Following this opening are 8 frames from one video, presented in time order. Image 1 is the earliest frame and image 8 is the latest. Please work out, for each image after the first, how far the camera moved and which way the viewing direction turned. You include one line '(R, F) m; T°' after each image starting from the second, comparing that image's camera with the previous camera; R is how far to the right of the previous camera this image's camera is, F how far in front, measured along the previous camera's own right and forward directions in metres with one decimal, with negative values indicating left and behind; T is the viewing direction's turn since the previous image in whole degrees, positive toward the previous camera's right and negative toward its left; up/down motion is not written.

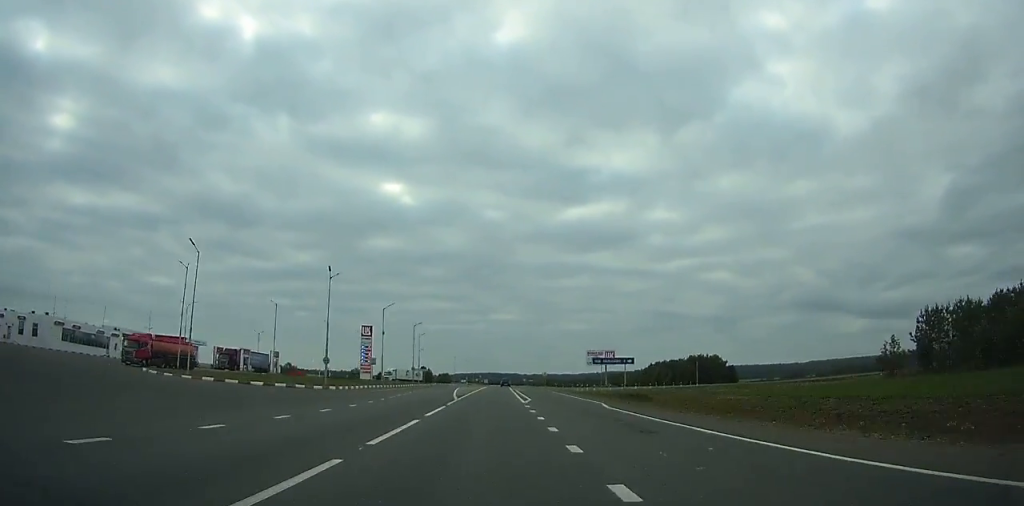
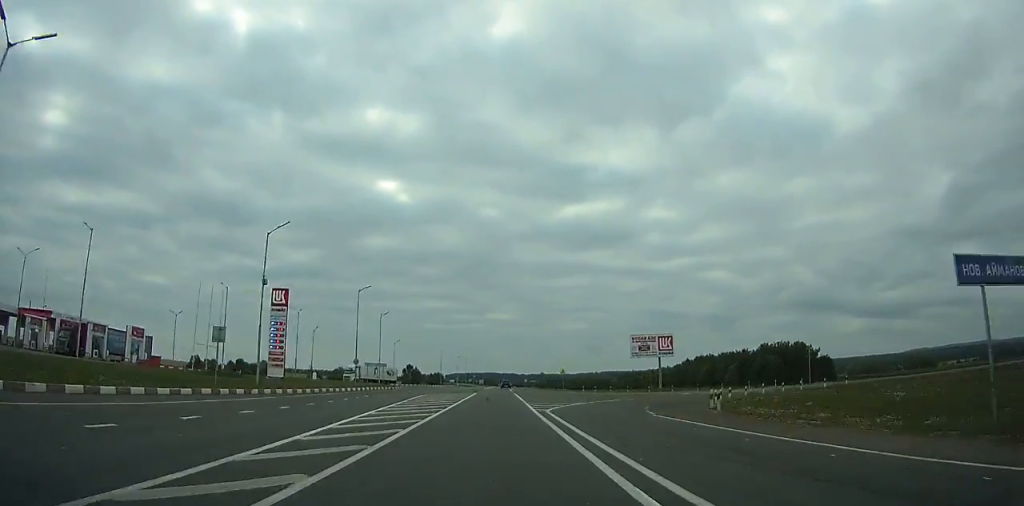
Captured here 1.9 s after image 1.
(0.0, +41.0) m; 0°
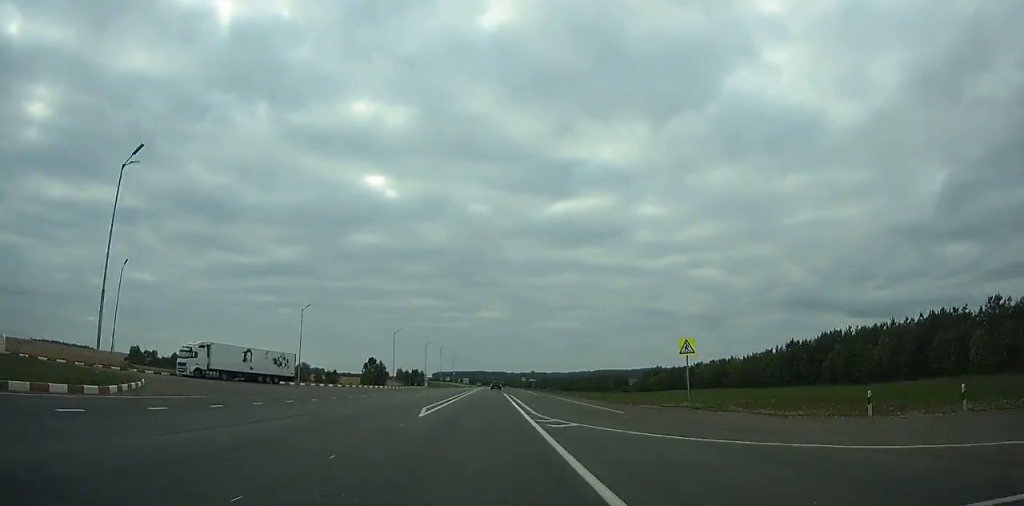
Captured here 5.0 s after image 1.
(+0.4, +66.8) m; +1°
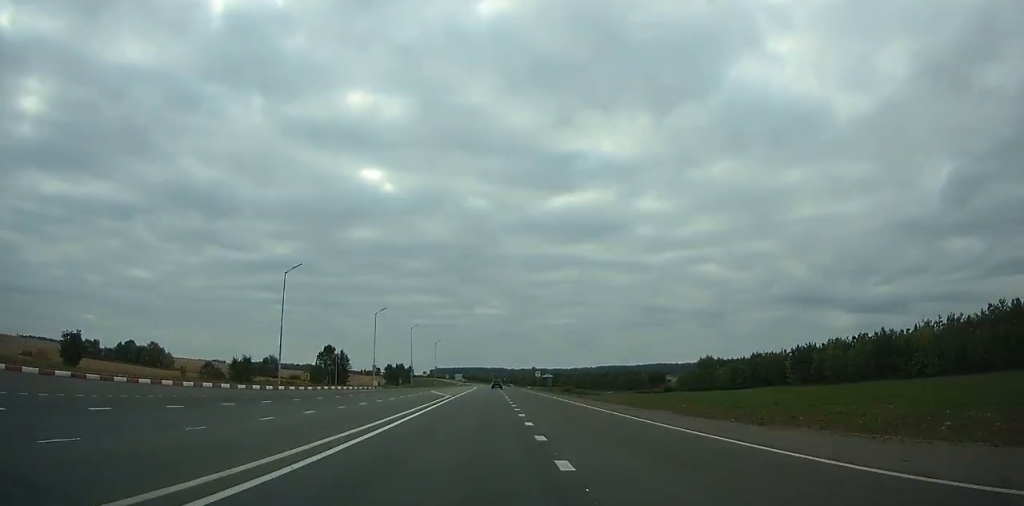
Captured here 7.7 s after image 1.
(+0.4, +58.4) m; 0°
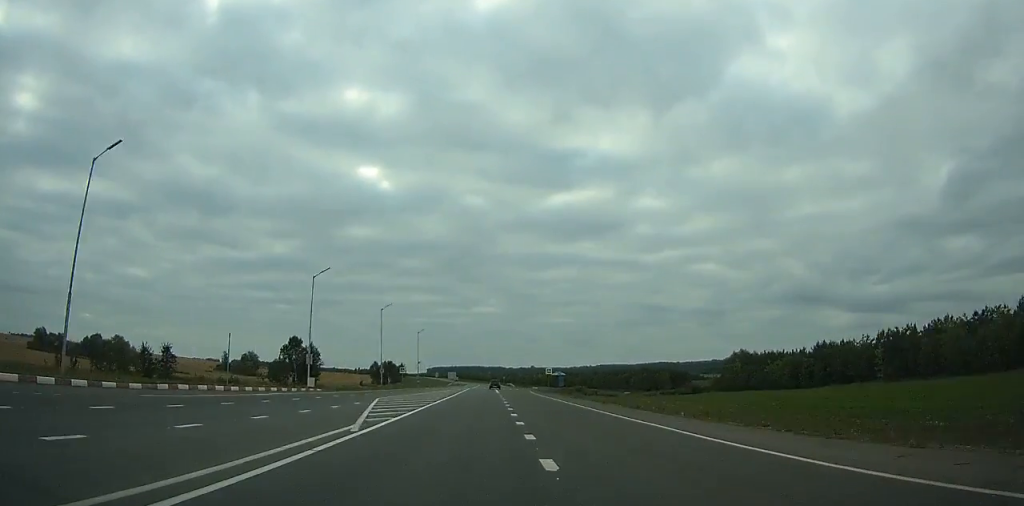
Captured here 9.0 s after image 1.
(0.0, +28.5) m; 0°
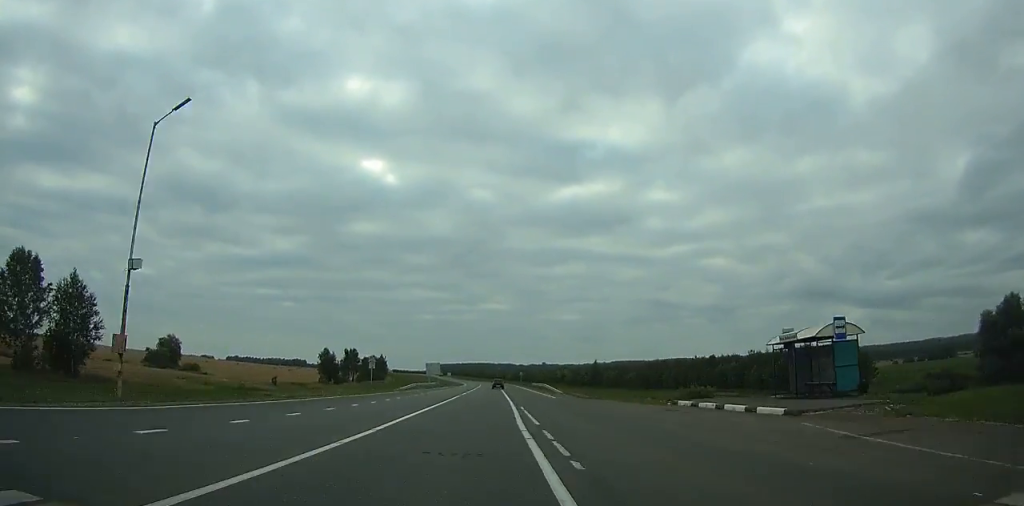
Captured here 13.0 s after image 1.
(-0.2, +88.6) m; 0°
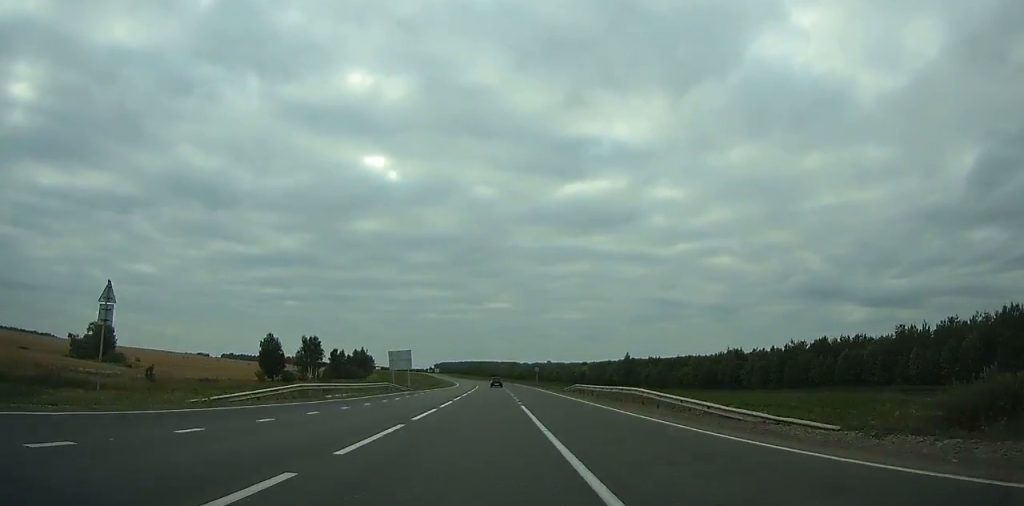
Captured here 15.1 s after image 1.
(-0.1, +47.6) m; 0°
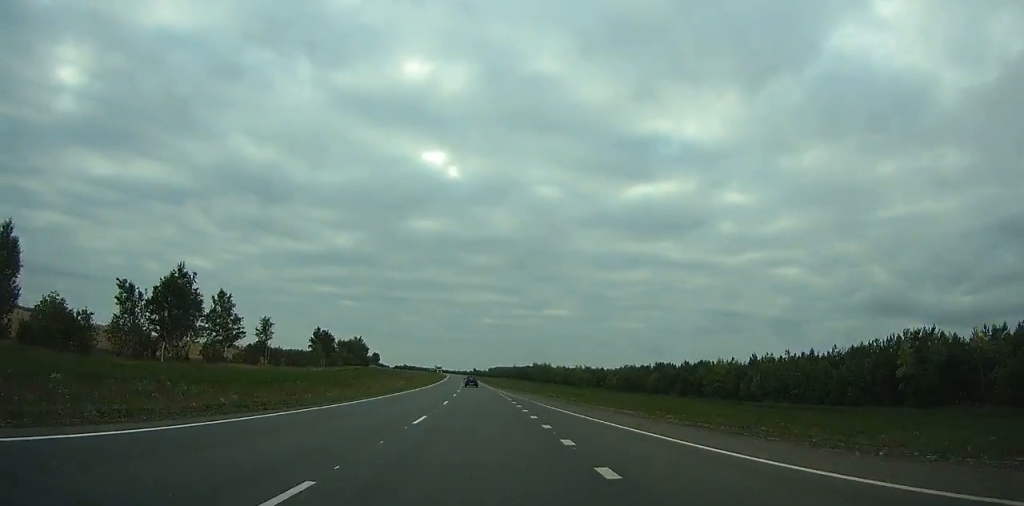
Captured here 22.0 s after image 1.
(-3.9, +160.7) m; -5°
